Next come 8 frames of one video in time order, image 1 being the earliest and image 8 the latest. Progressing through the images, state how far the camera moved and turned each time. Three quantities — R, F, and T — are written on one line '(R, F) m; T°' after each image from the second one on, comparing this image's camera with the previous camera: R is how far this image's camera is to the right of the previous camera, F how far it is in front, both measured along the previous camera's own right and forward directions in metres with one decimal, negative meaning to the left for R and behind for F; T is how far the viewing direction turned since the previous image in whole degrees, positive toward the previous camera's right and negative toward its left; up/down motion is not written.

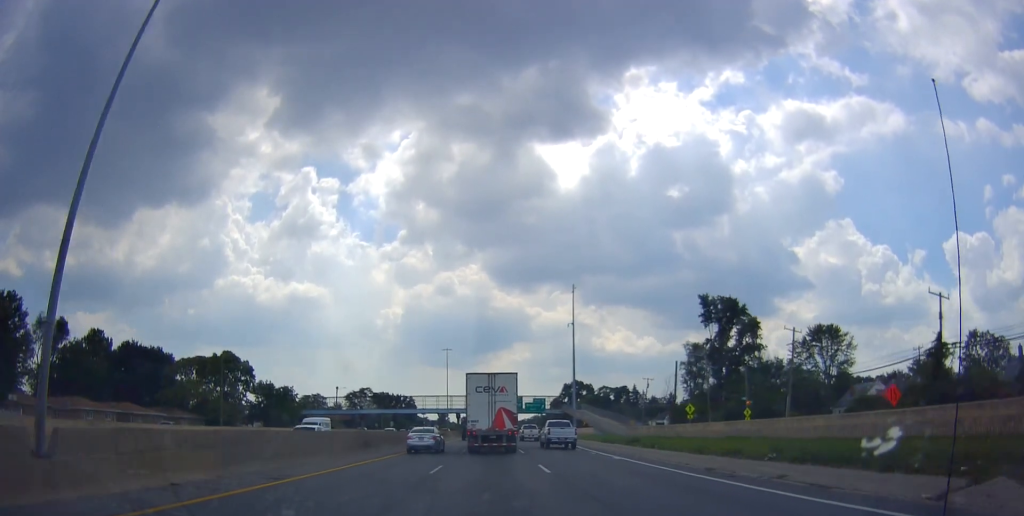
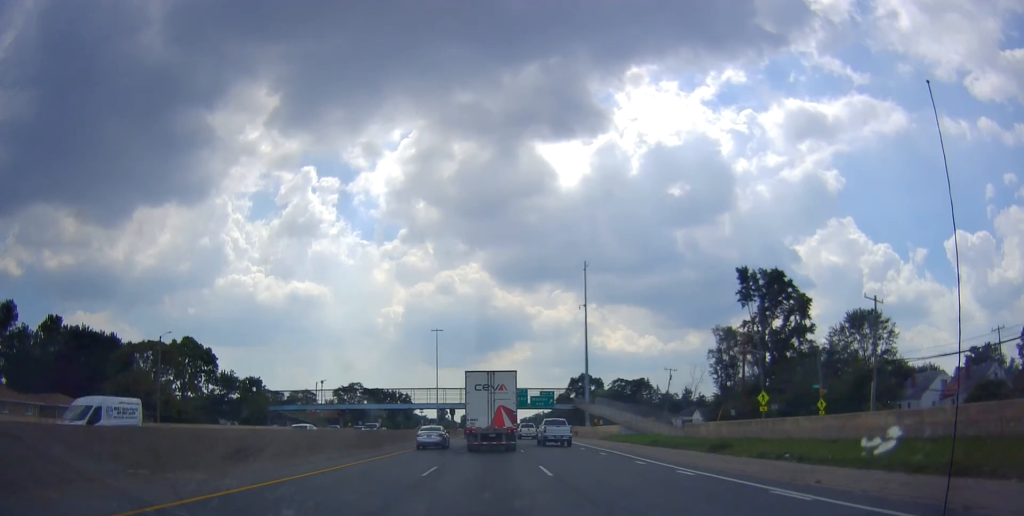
(-0.6, +16.2) m; 0°
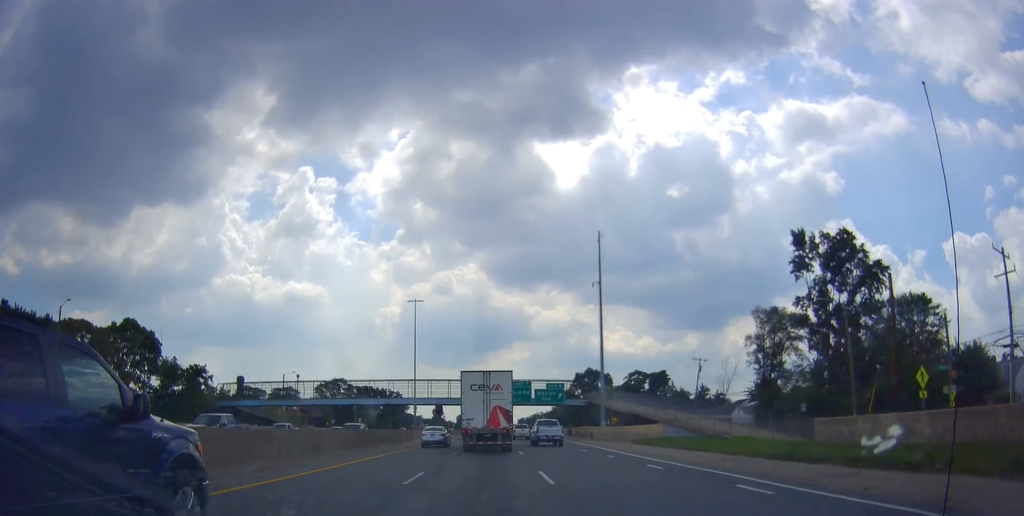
(+0.6, +17.9) m; +1°
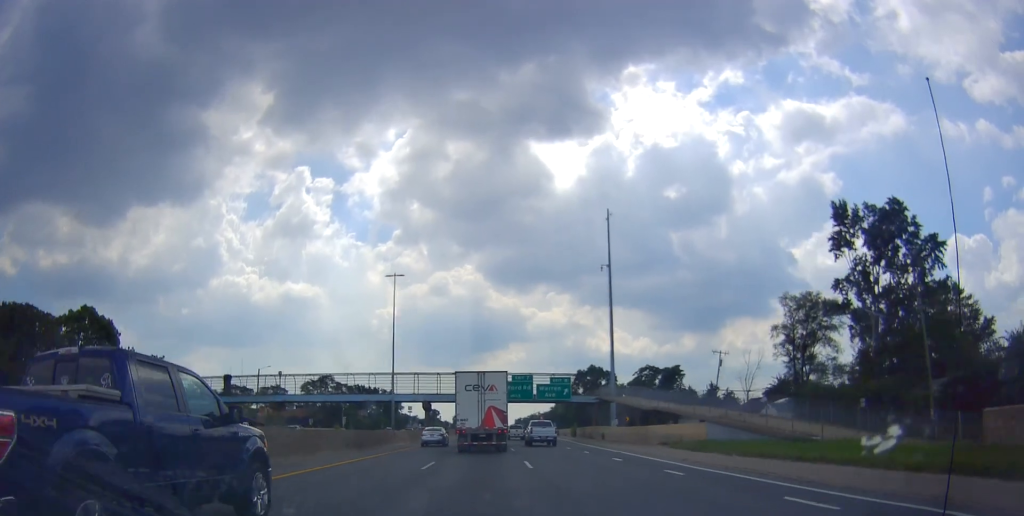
(+0.1, +10.2) m; 0°
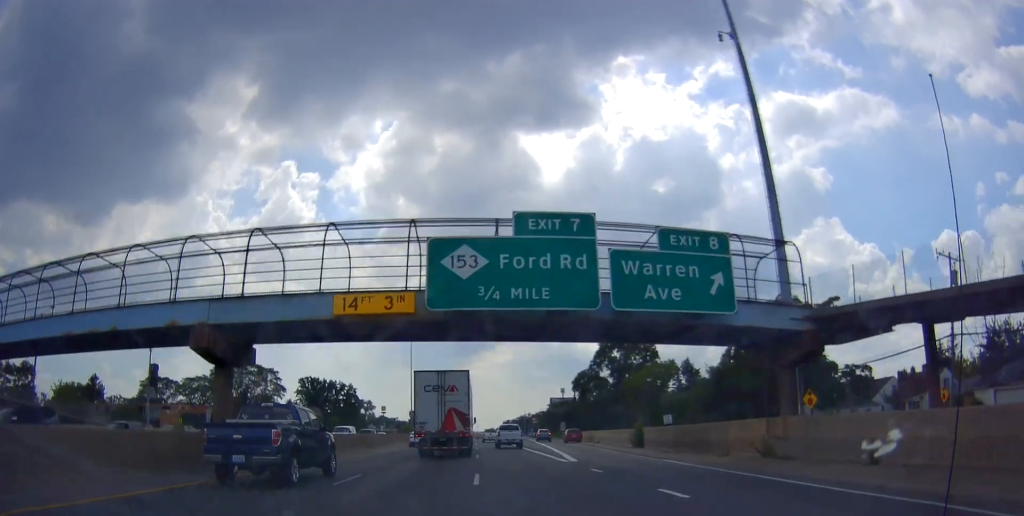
(+0.2, +50.5) m; +1°
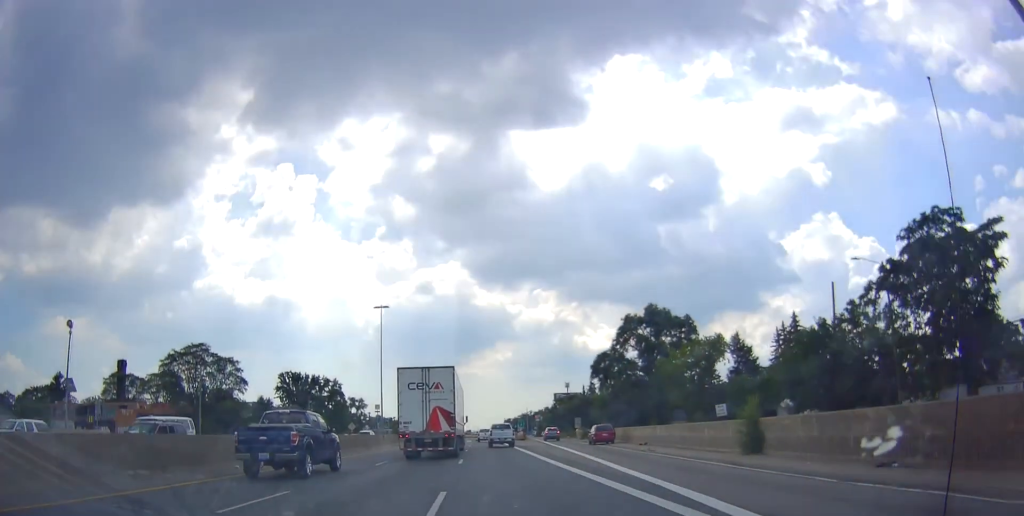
(0.0, +20.4) m; 0°
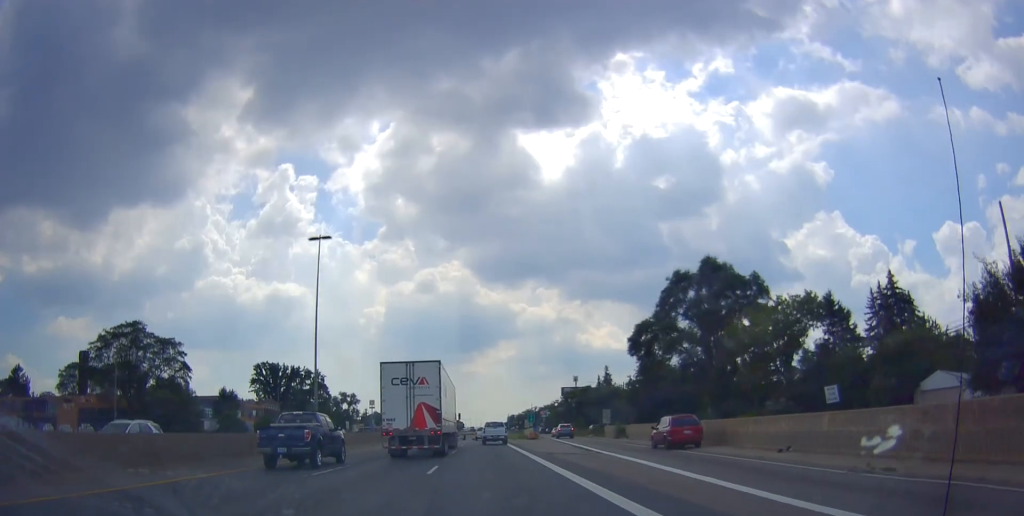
(0.0, +22.3) m; 0°
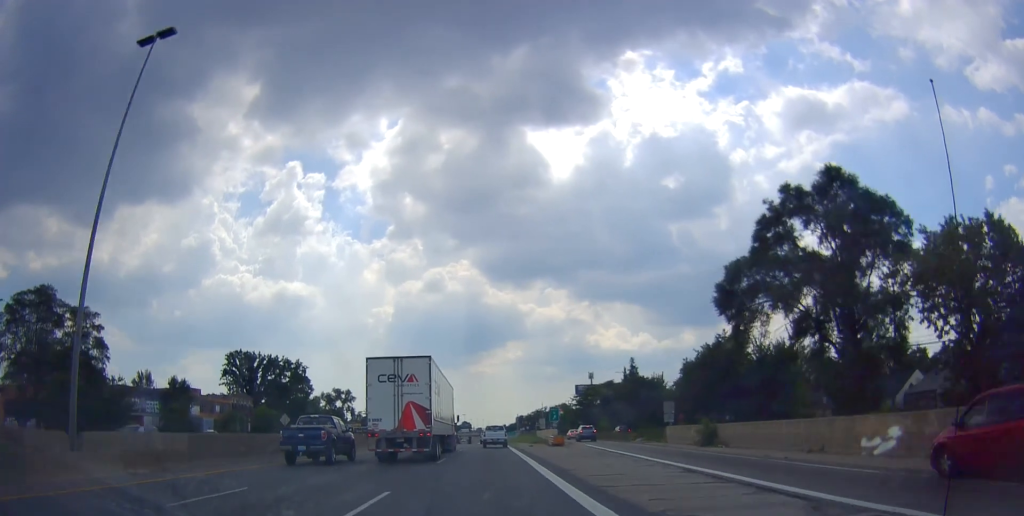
(0.0, +23.6) m; 0°
